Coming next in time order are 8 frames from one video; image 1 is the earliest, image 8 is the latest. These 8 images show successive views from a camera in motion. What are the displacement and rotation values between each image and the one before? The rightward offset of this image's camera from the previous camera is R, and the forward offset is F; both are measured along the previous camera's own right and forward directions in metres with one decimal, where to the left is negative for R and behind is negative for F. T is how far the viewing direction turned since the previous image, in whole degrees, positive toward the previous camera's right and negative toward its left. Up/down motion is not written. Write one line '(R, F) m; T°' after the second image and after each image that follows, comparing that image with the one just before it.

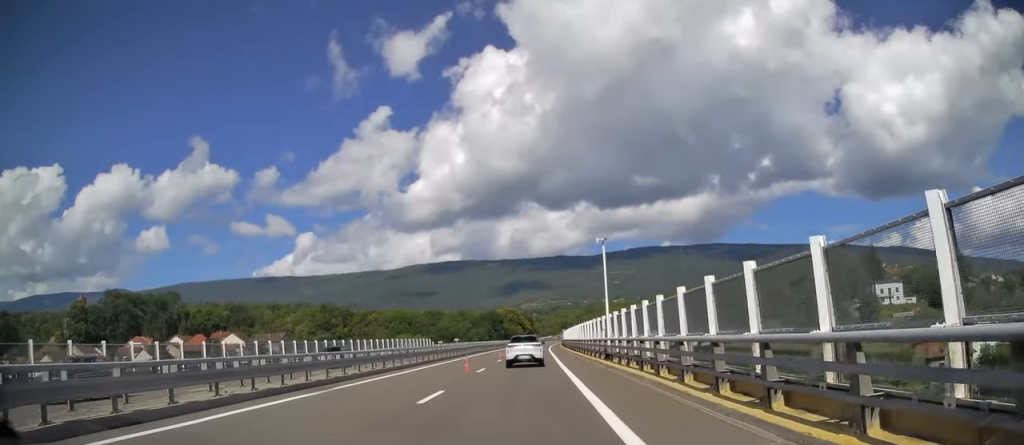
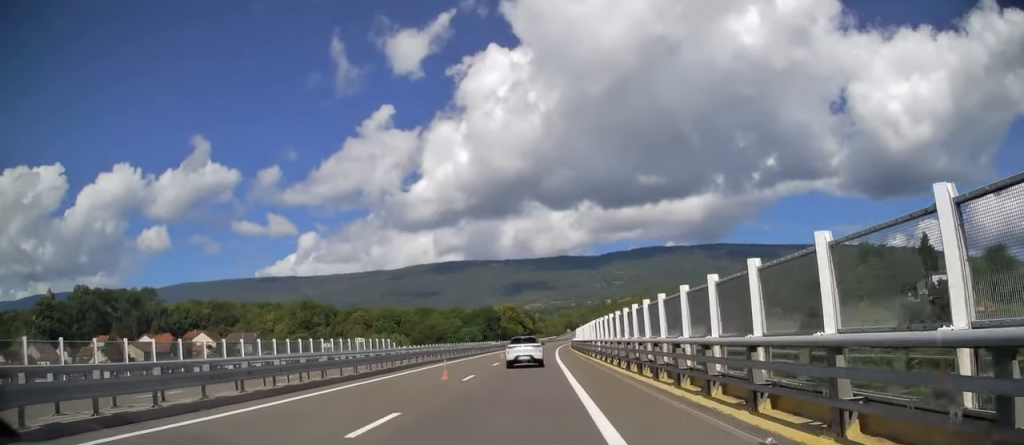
(+0.2, +30.4) m; 0°
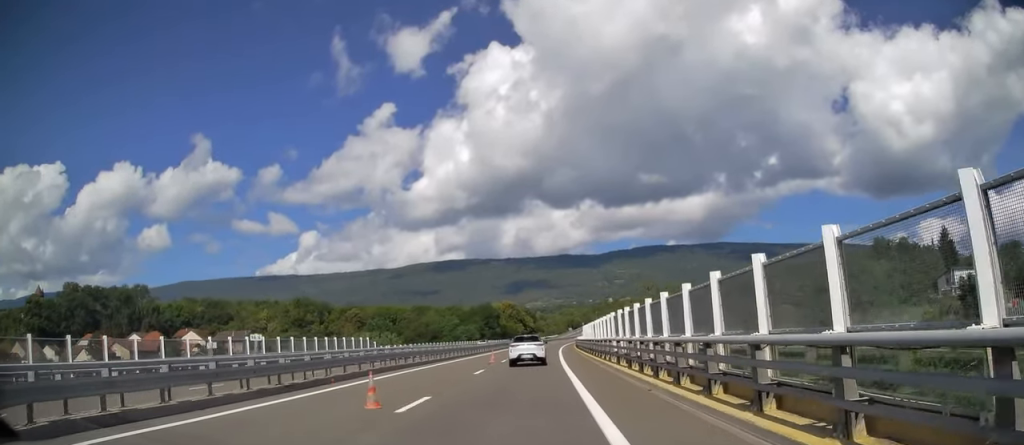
(-0.1, +9.8) m; 0°
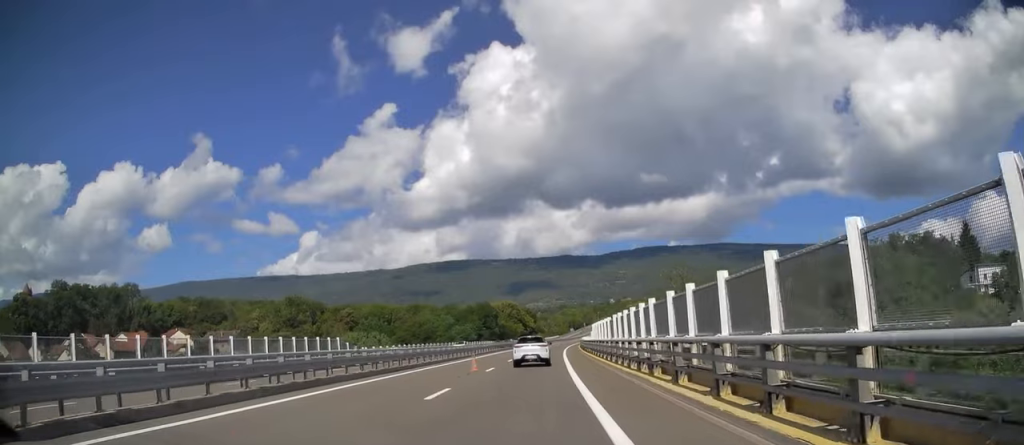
(-0.2, +10.2) m; 0°
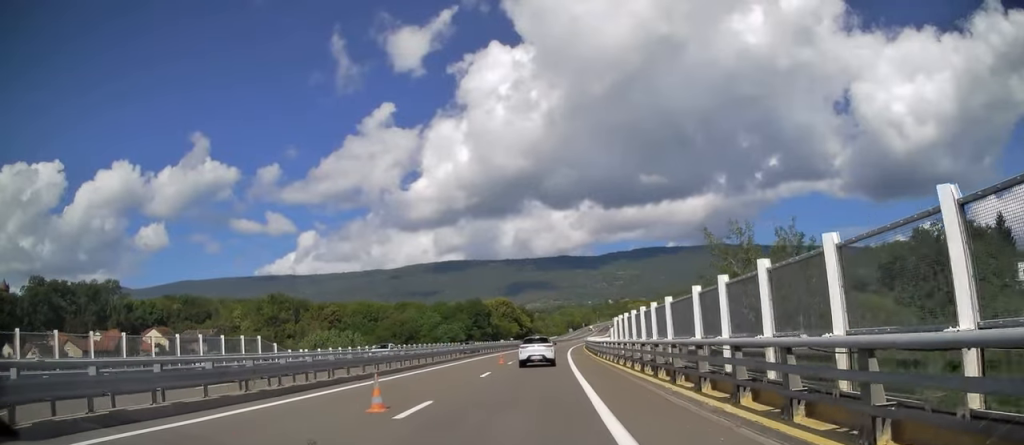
(+0.1, +16.3) m; 0°
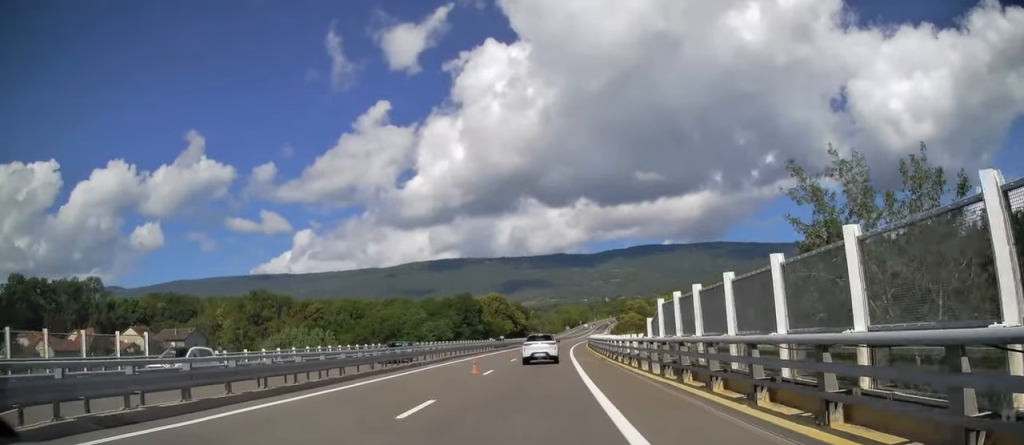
(+0.2, +12.9) m; 0°
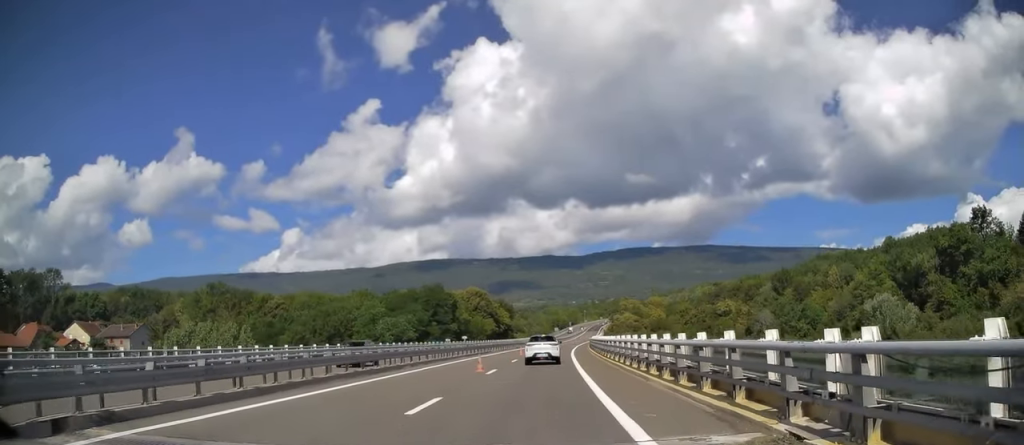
(-0.2, +25.1) m; +1°
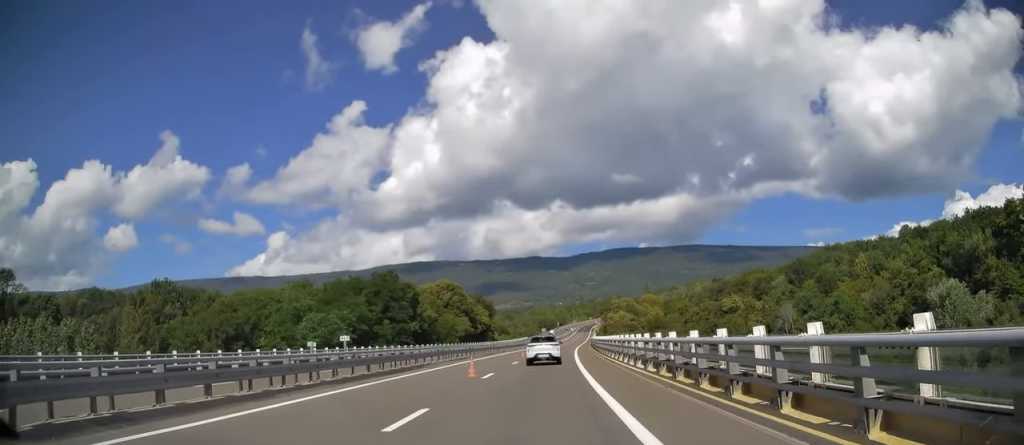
(+0.9, +27.1) m; +2°
